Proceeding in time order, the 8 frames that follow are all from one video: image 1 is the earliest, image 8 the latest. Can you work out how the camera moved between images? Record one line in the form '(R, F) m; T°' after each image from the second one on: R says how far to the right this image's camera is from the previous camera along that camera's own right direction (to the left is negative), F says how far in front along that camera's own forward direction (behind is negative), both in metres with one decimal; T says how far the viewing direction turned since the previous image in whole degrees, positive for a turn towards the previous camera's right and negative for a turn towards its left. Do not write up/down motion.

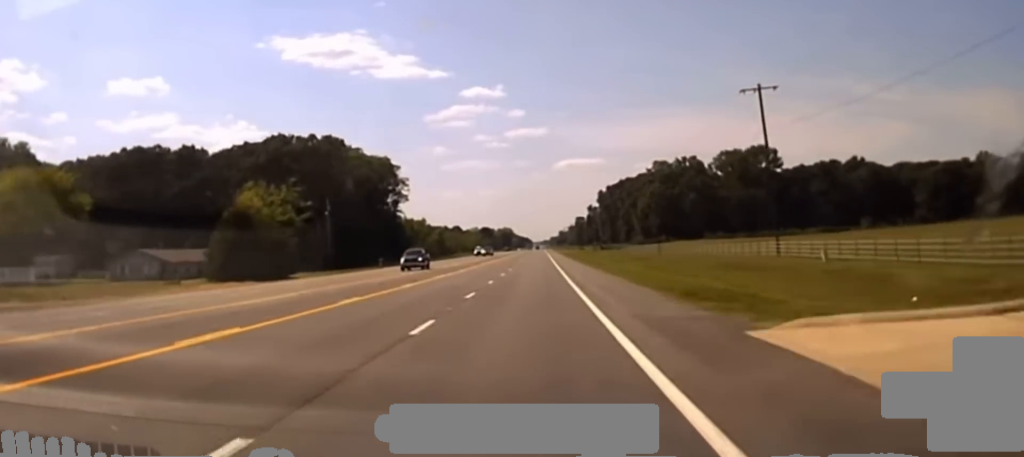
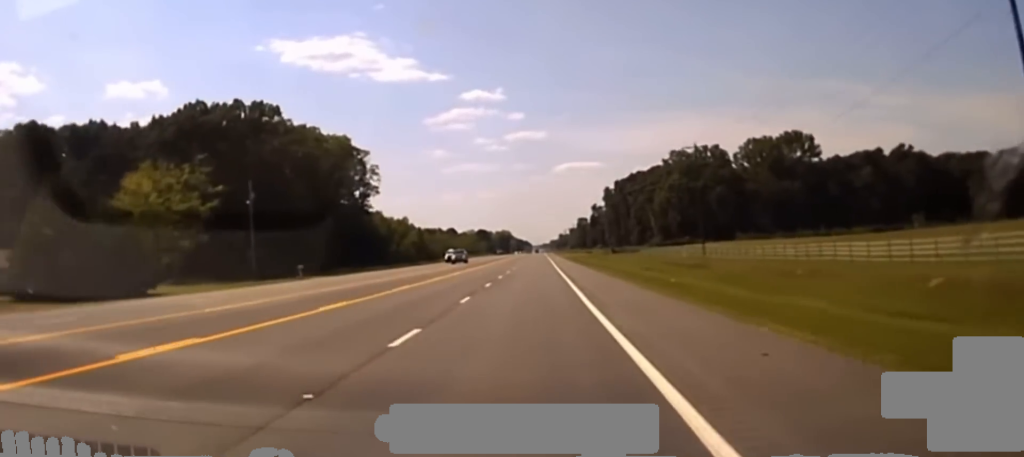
(0.0, +39.6) m; 0°
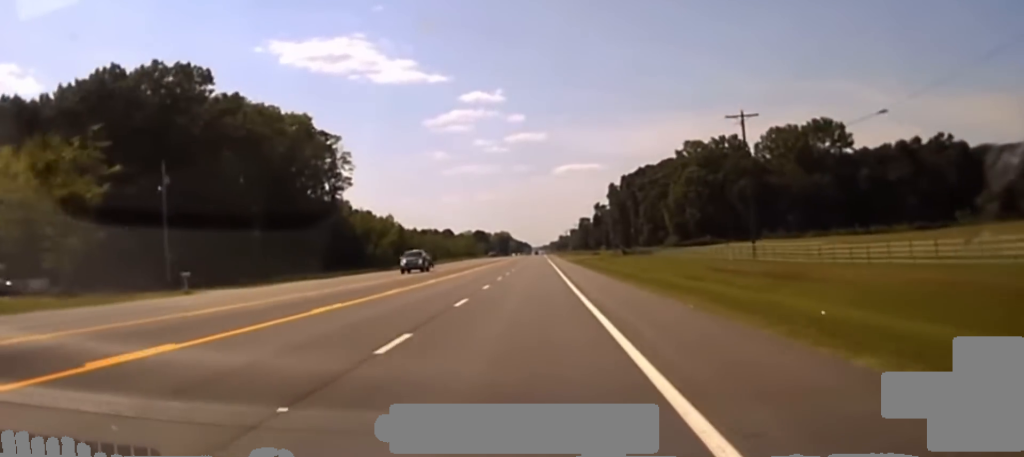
(0.0, +28.1) m; 0°
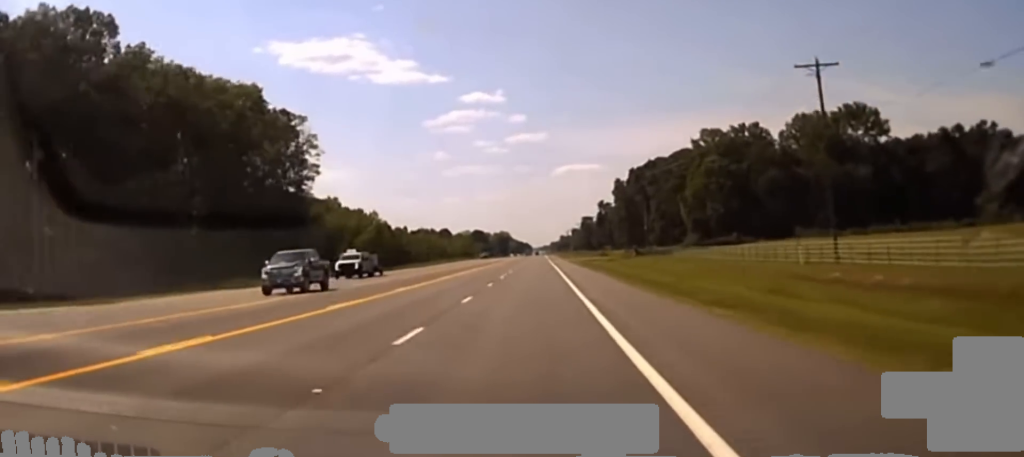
(0.0, +26.7) m; 0°
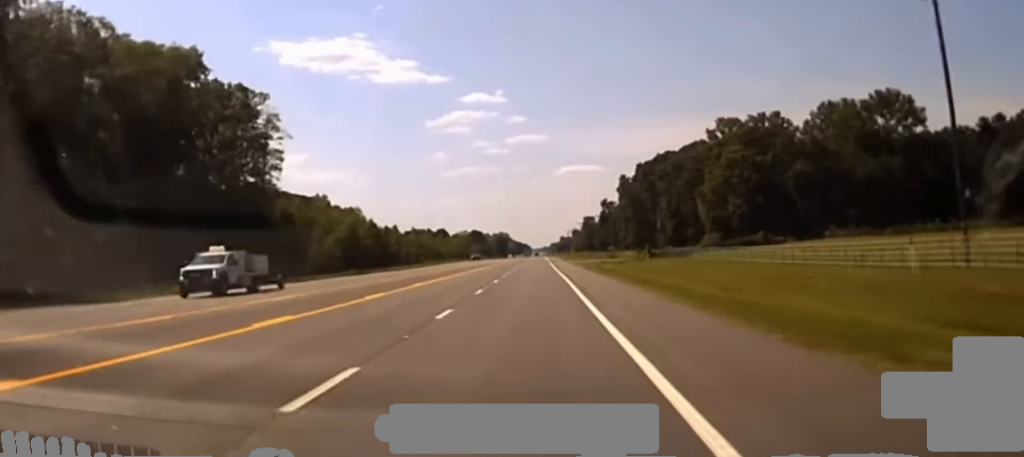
(0.0, +21.0) m; 0°
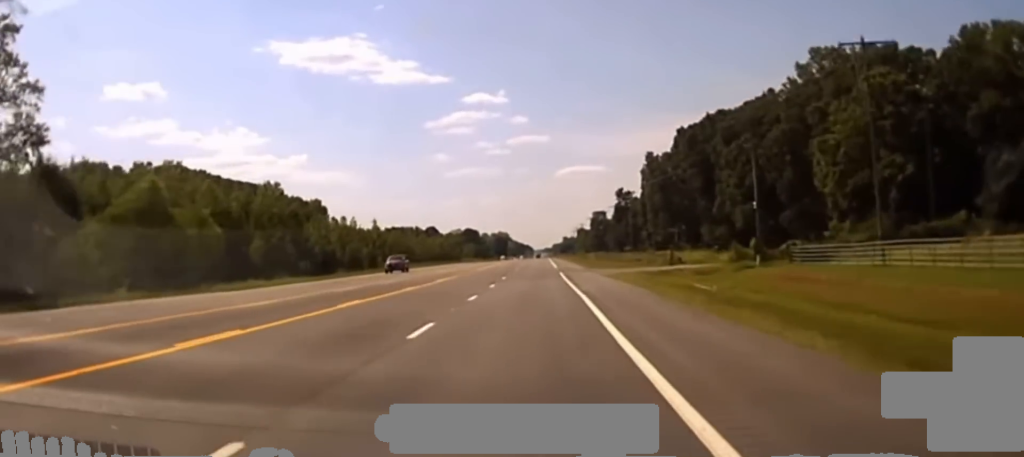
(0.0, +68.0) m; 0°
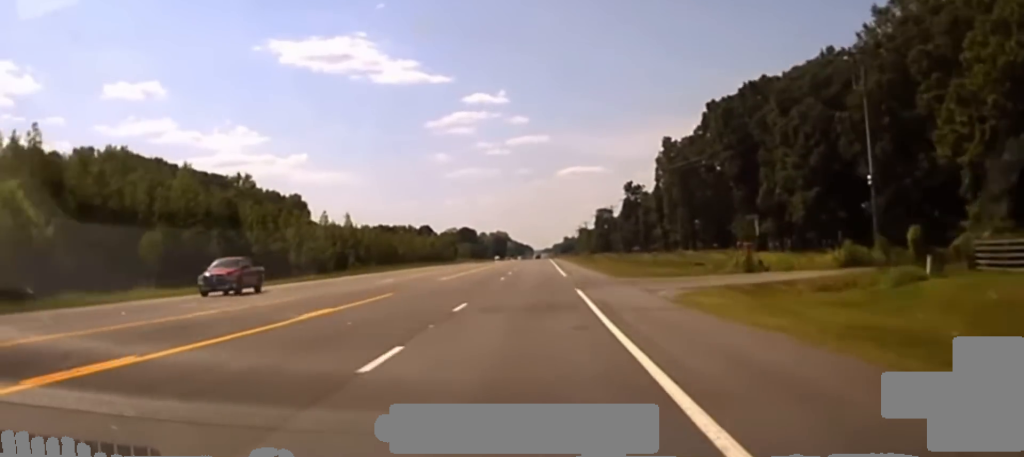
(0.0, +27.7) m; 0°
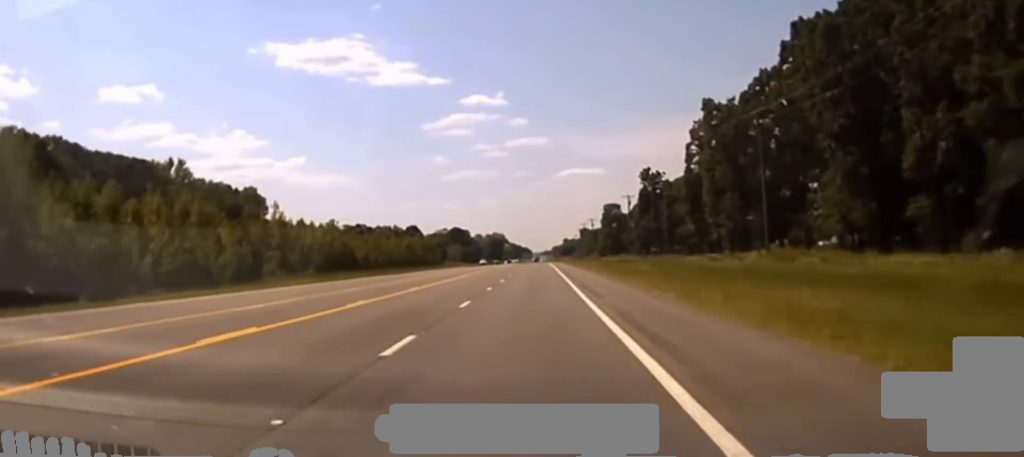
(0.0, +42.5) m; 0°
